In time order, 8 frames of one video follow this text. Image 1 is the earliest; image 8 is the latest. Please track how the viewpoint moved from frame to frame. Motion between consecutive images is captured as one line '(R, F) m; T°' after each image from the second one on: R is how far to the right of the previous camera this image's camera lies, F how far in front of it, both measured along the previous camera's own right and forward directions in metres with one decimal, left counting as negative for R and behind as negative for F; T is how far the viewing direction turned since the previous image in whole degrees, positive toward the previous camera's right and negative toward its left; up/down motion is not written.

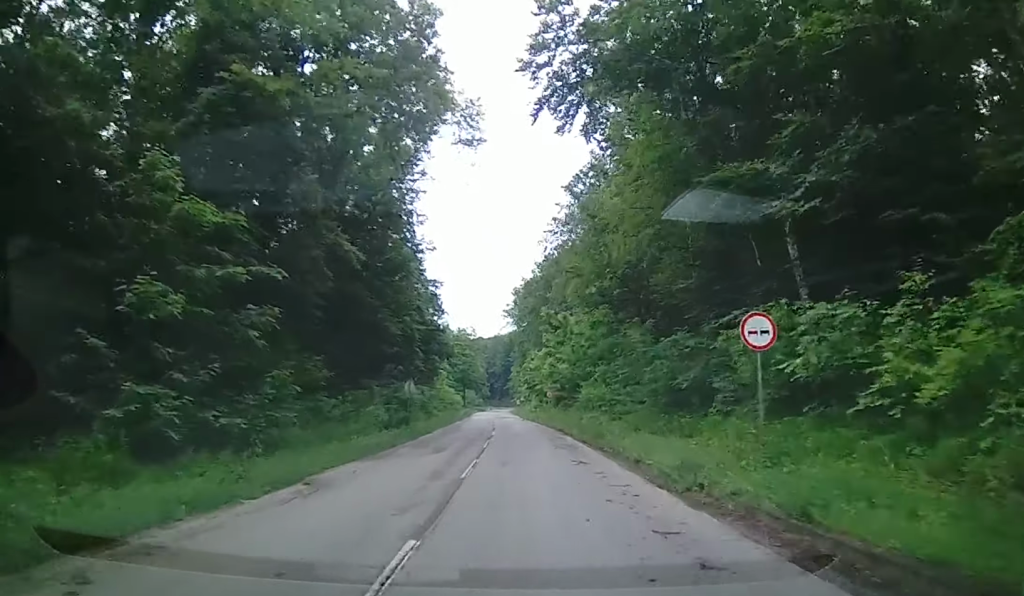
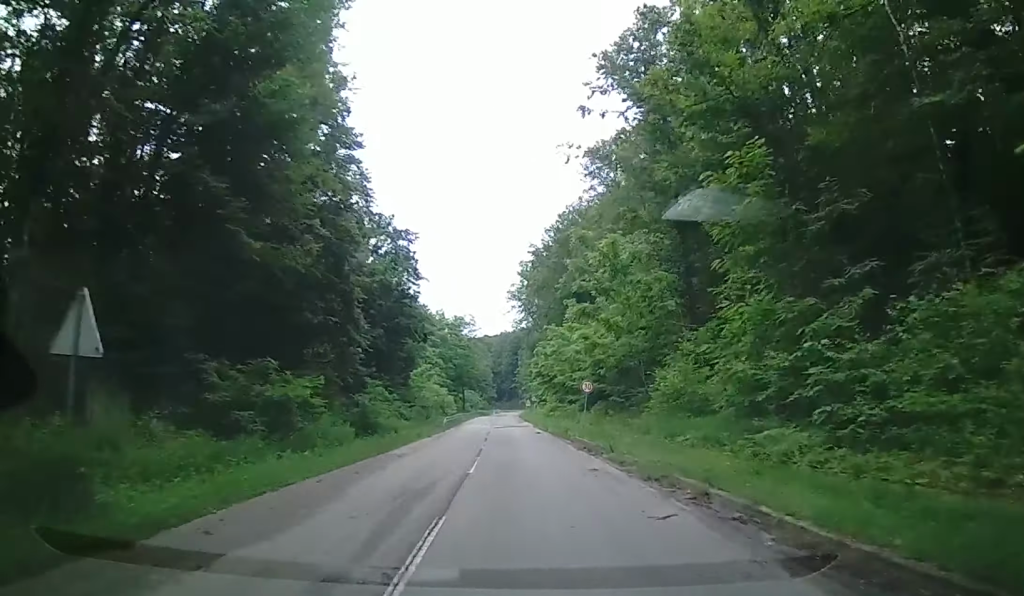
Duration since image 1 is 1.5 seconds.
(-0.4, +22.8) m; 0°
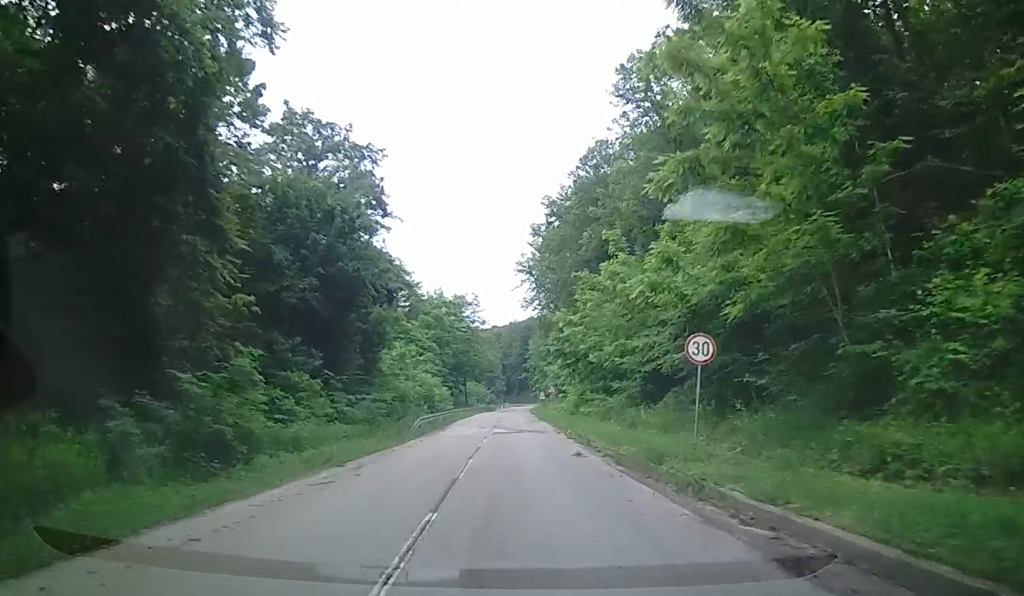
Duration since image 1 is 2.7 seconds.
(+0.4, +16.2) m; -1°
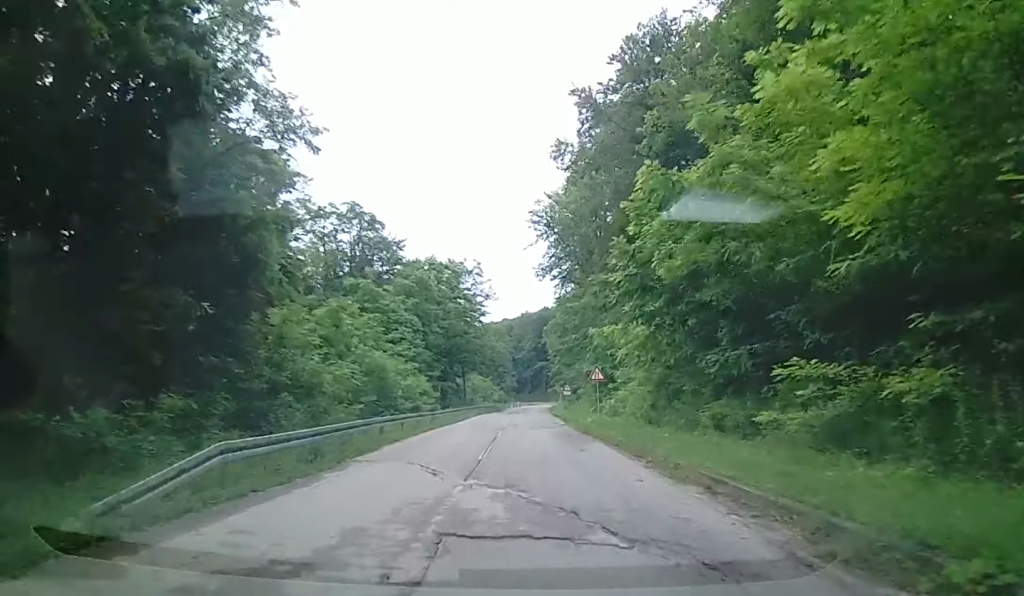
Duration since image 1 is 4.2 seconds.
(-0.8, +22.1) m; -4°
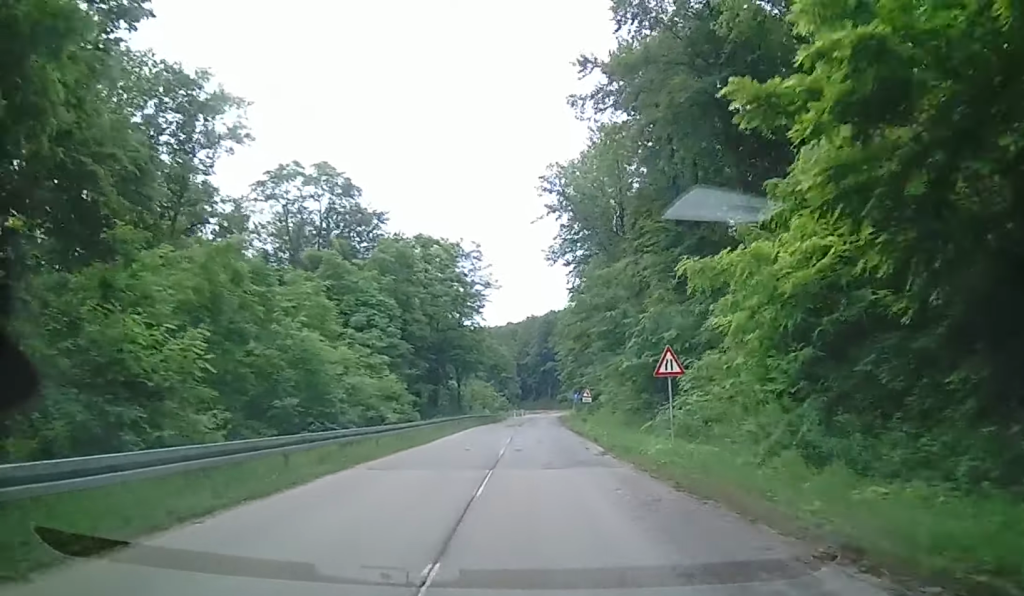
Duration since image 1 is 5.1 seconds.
(-0.3, +12.6) m; -1°
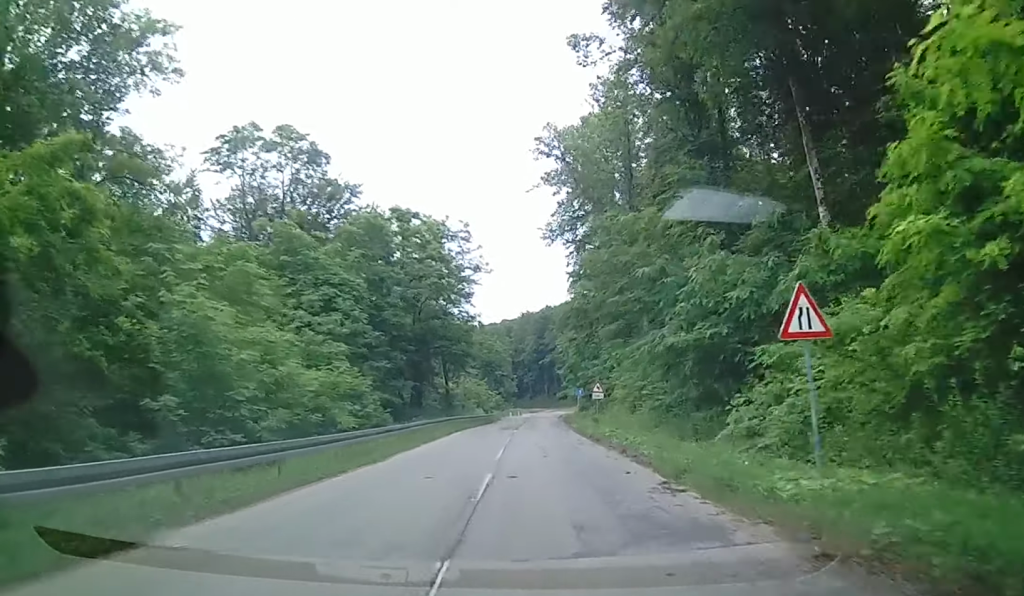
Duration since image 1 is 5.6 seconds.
(-0.2, +7.8) m; 0°
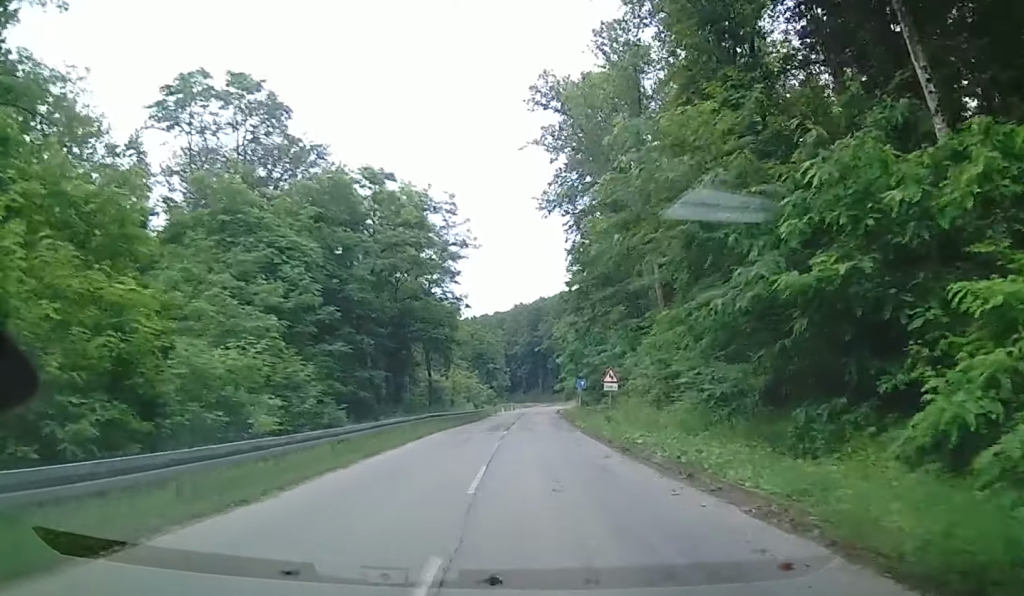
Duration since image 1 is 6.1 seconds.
(+0.3, +7.3) m; +1°
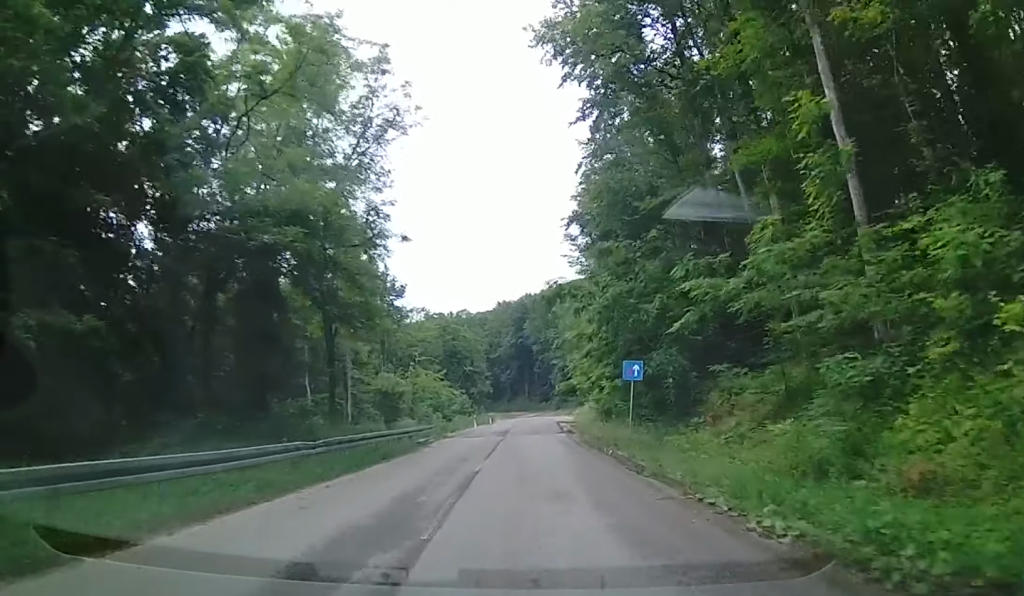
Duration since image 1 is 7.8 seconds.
(+0.3, +26.6) m; +2°
